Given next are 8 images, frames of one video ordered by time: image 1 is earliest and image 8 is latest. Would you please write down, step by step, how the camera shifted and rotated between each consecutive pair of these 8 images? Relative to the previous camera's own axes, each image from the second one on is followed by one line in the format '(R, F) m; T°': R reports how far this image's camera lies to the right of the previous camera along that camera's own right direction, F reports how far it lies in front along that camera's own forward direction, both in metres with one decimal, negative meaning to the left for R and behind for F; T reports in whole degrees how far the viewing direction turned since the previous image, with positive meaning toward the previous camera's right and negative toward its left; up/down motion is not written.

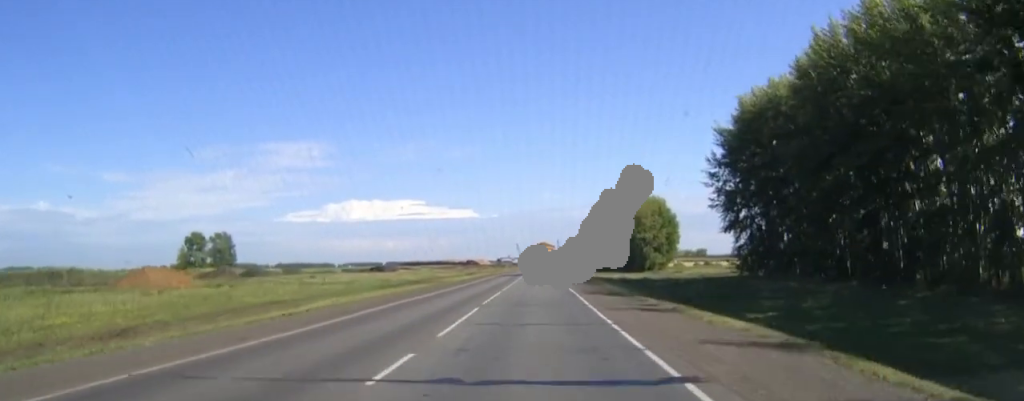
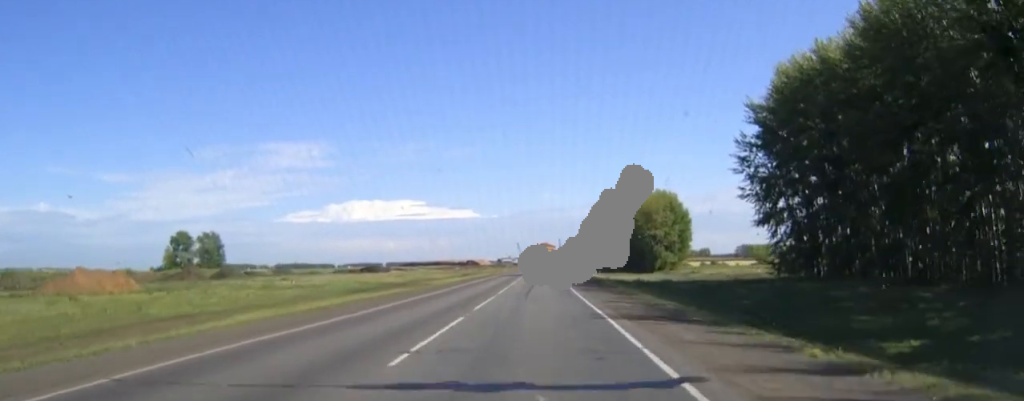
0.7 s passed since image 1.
(0.0, +16.5) m; 0°
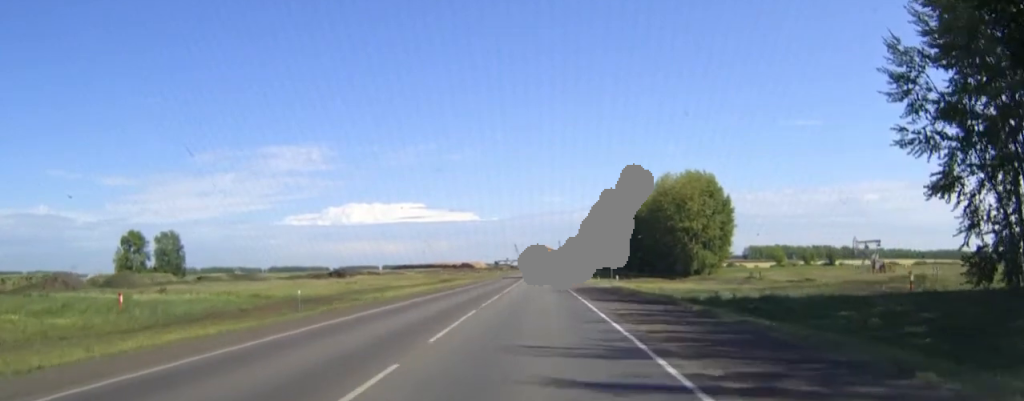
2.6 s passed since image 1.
(0.0, +44.5) m; 0°
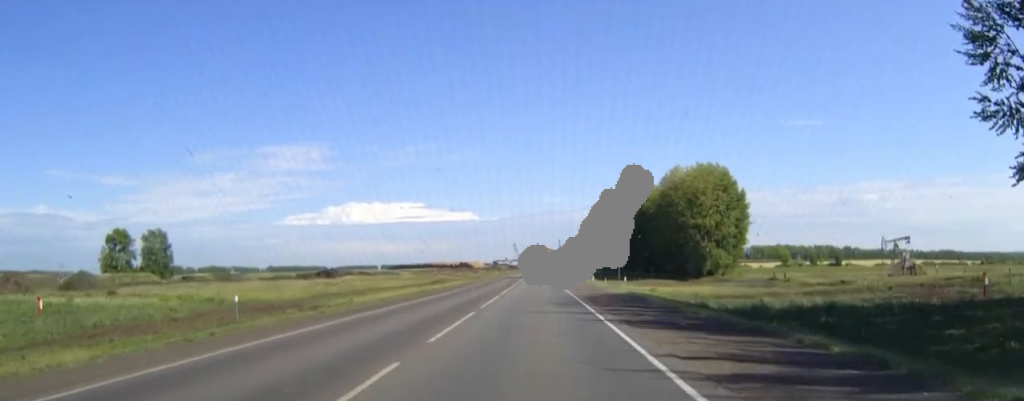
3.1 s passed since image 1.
(0.0, +11.6) m; 0°
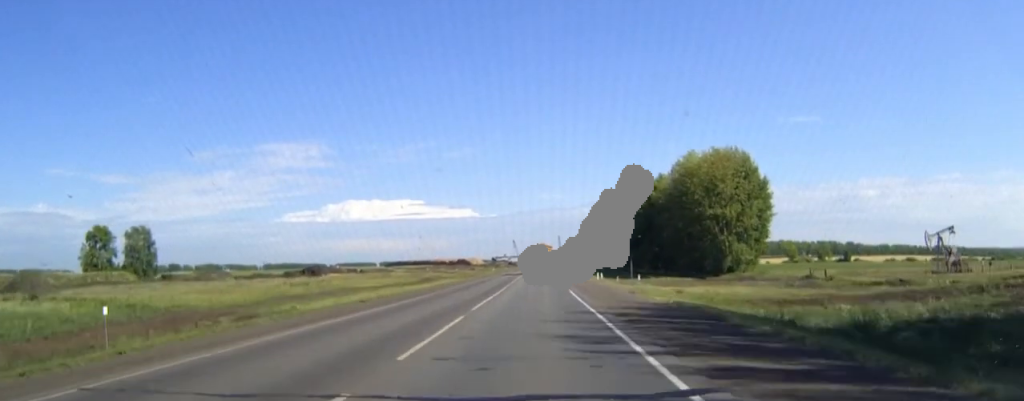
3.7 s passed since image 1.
(0.0, +14.7) m; 0°
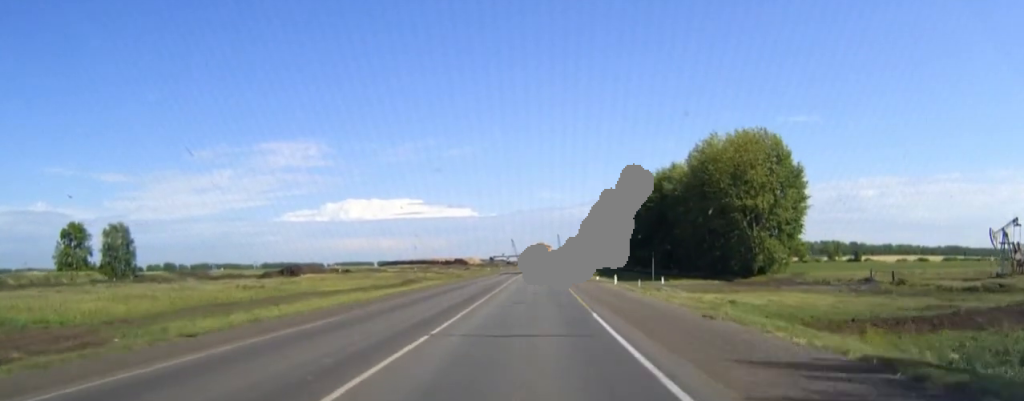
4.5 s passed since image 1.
(0.0, +17.6) m; 0°
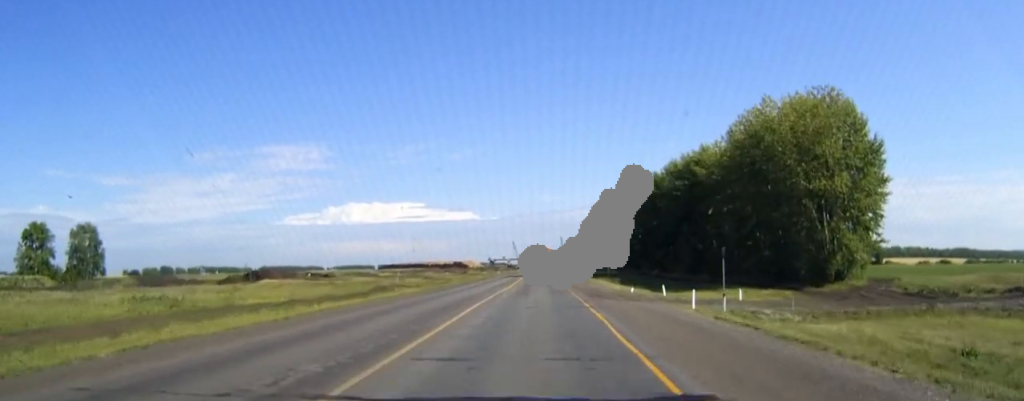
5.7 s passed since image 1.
(0.0, +26.3) m; 0°
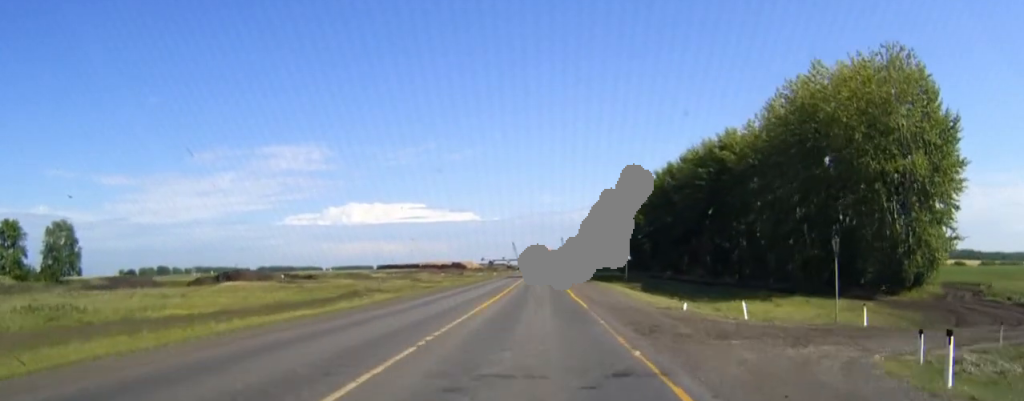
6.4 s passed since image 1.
(-0.1, +16.9) m; 0°
